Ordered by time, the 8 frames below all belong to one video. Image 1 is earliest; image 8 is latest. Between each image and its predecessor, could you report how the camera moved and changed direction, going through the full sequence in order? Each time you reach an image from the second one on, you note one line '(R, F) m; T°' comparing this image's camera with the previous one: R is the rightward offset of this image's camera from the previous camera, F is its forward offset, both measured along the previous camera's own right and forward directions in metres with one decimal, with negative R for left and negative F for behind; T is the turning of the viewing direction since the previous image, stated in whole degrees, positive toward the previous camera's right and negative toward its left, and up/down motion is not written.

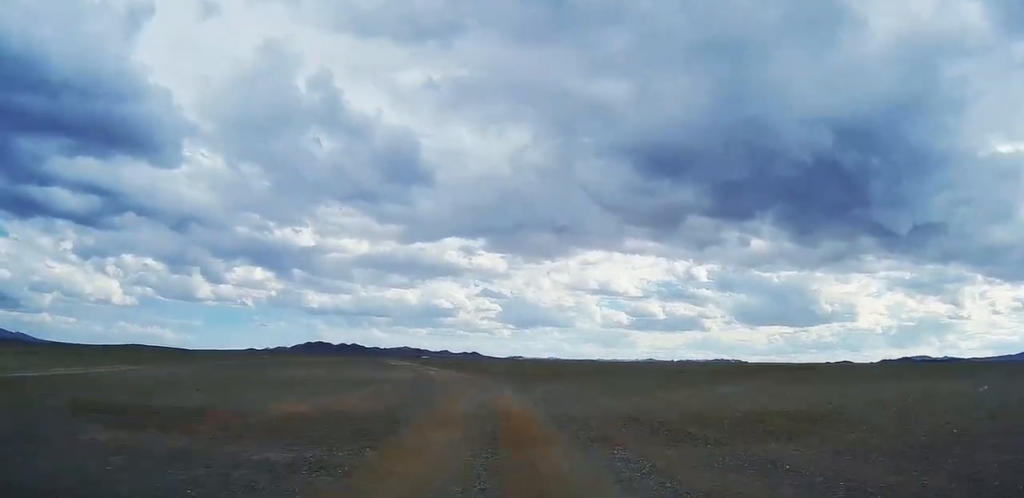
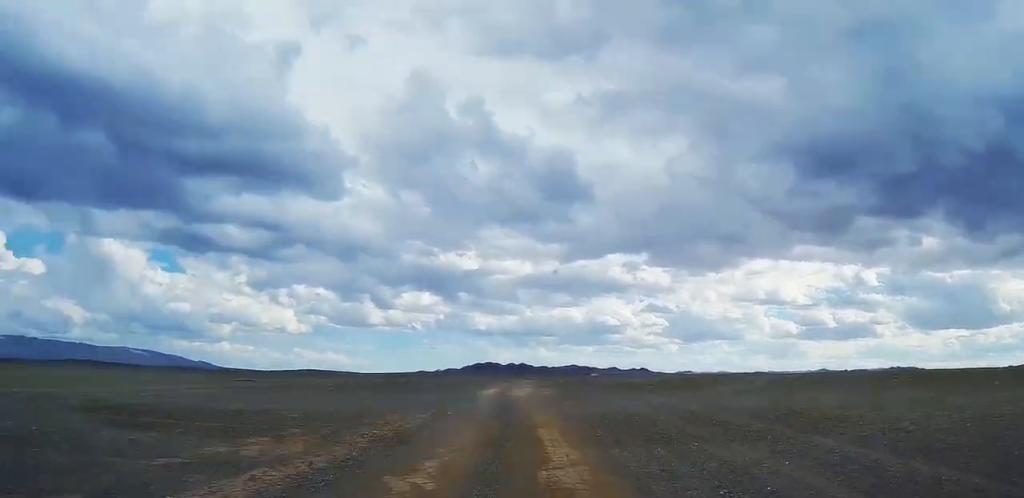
(-7.8, +62.1) m; +1°
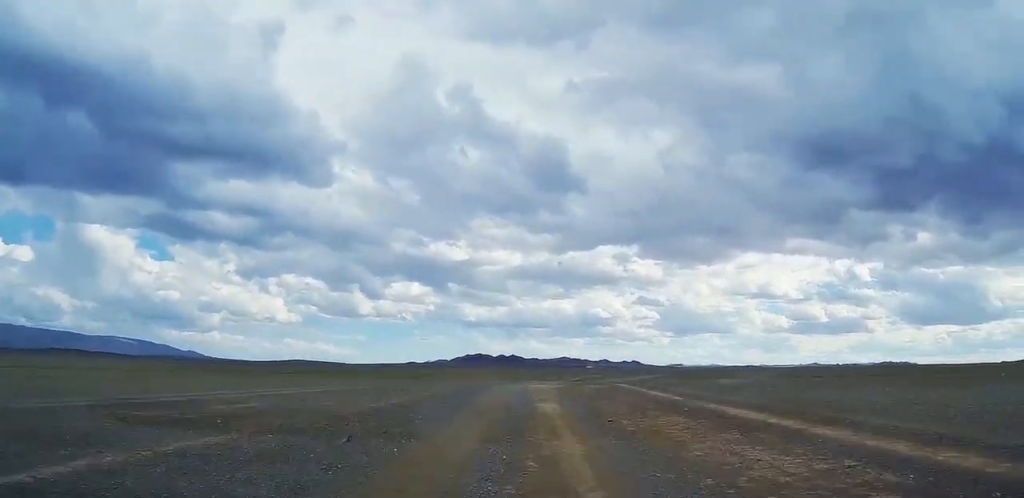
(+4.4, +59.2) m; +4°
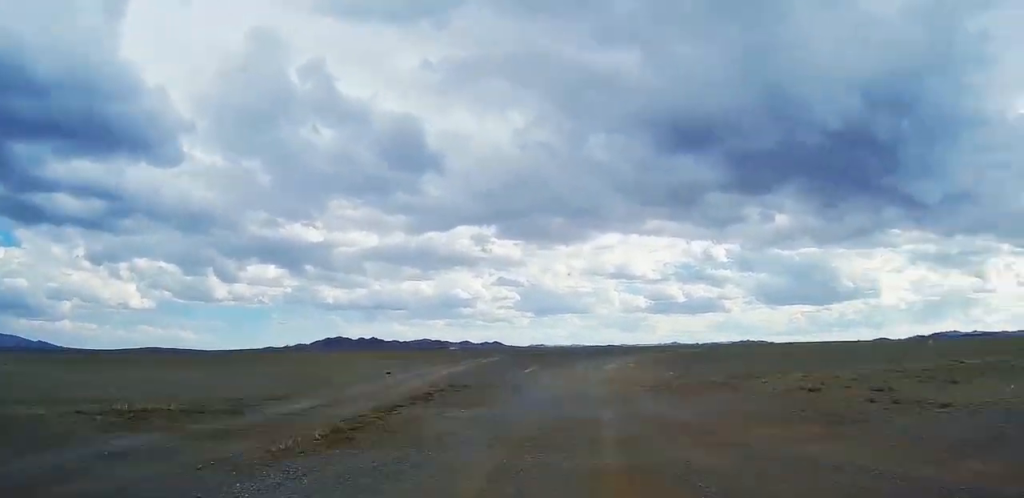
(+8.0, +64.1) m; +6°
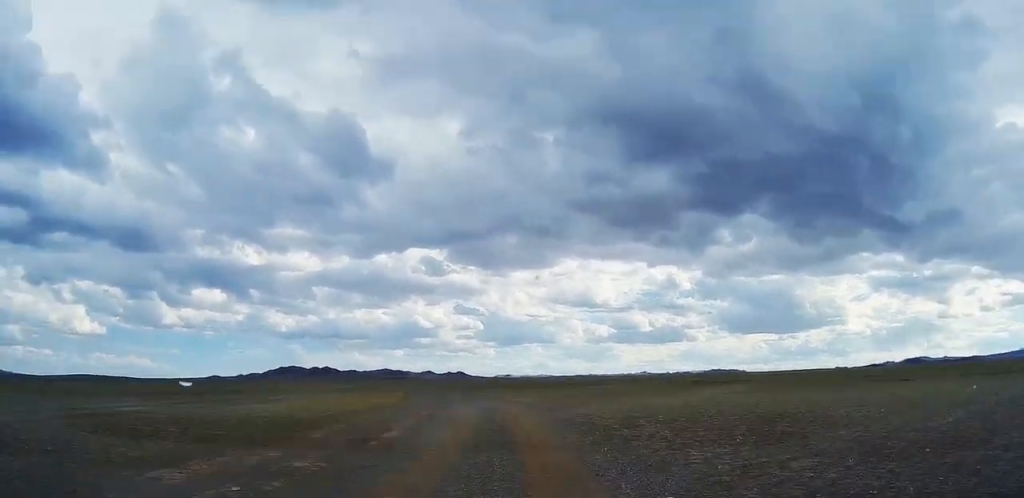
(-64.5, +500.9) m; -13°
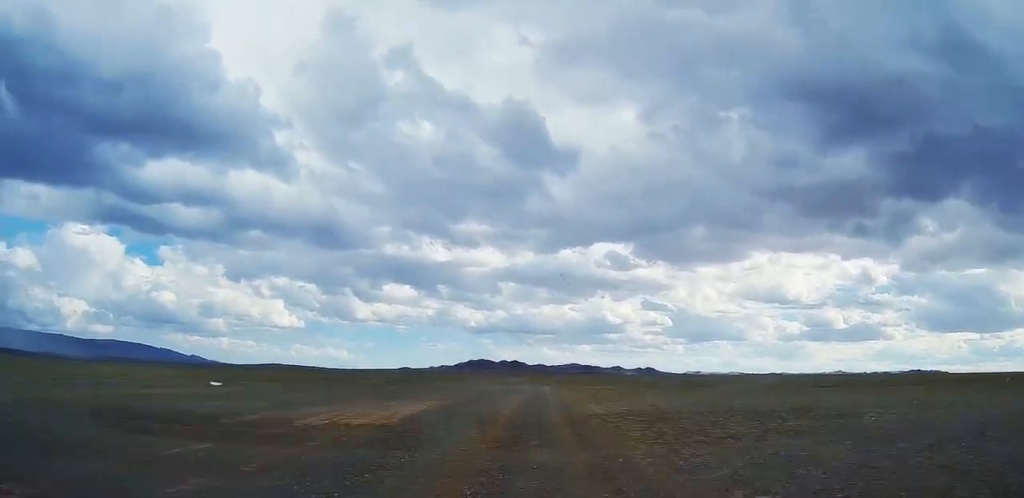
(-10.8, +142.2) m; -7°
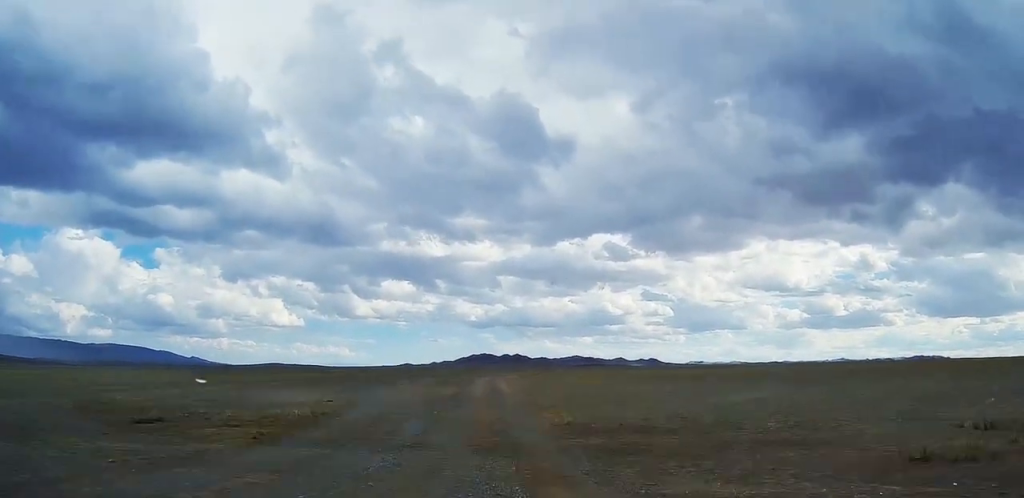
(-1.4, +54.8) m; 0°
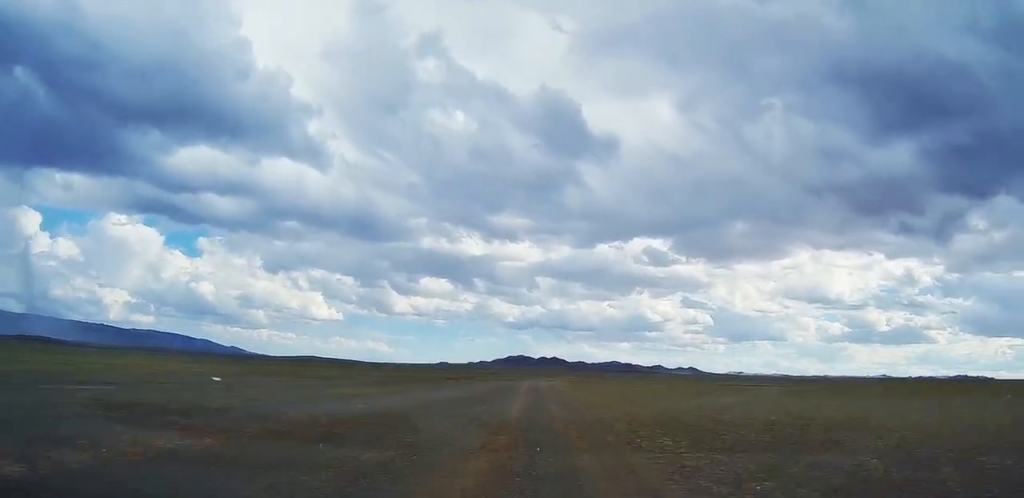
(-3.2, +76.6) m; +3°
